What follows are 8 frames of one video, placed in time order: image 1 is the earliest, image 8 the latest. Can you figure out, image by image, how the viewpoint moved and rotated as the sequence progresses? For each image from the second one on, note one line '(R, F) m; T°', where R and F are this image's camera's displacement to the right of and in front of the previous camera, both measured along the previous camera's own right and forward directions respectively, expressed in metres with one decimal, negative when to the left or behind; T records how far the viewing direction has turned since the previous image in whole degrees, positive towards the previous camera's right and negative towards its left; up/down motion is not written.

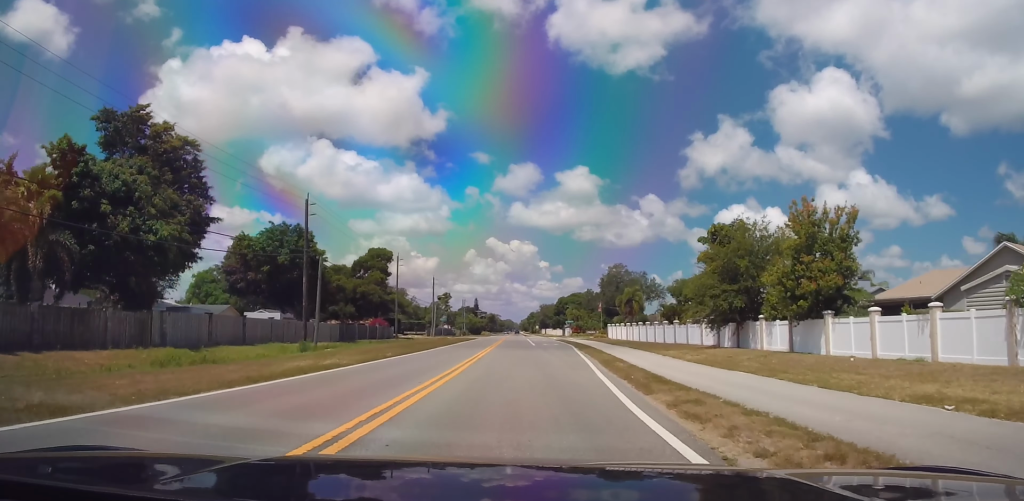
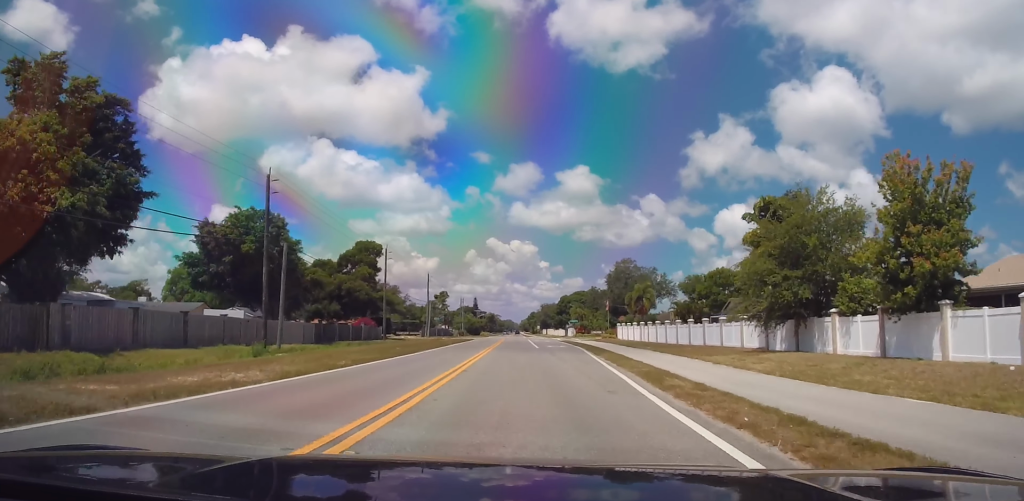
(+0.3, +8.4) m; 0°
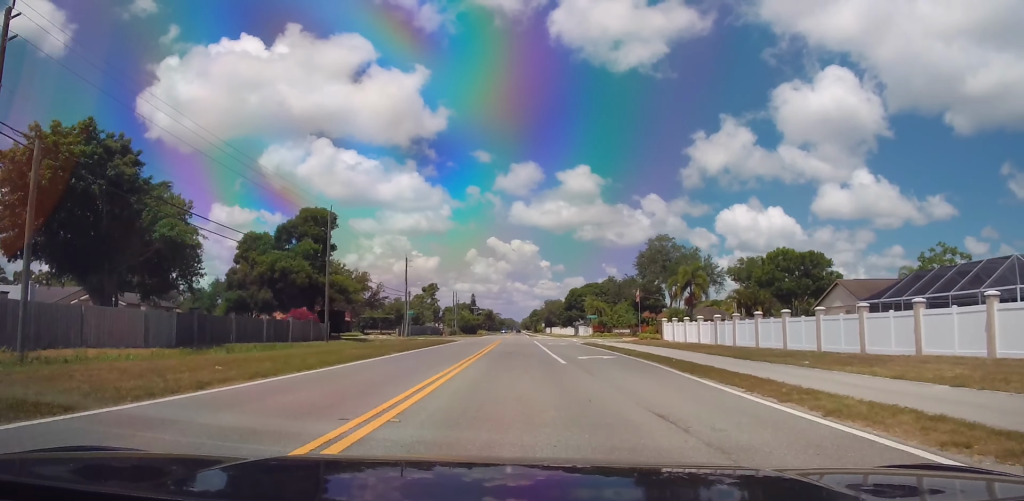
(-0.3, +25.0) m; 0°
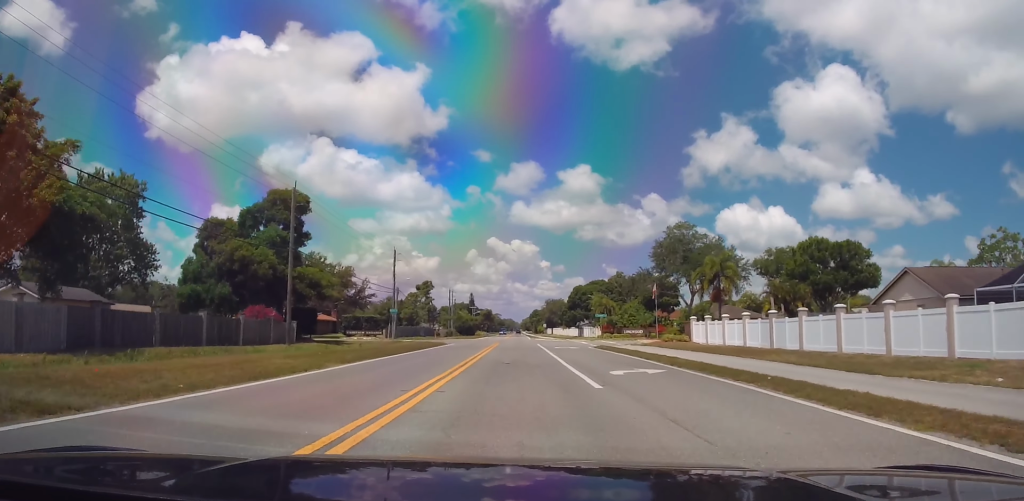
(+0.3, +9.5) m; 0°
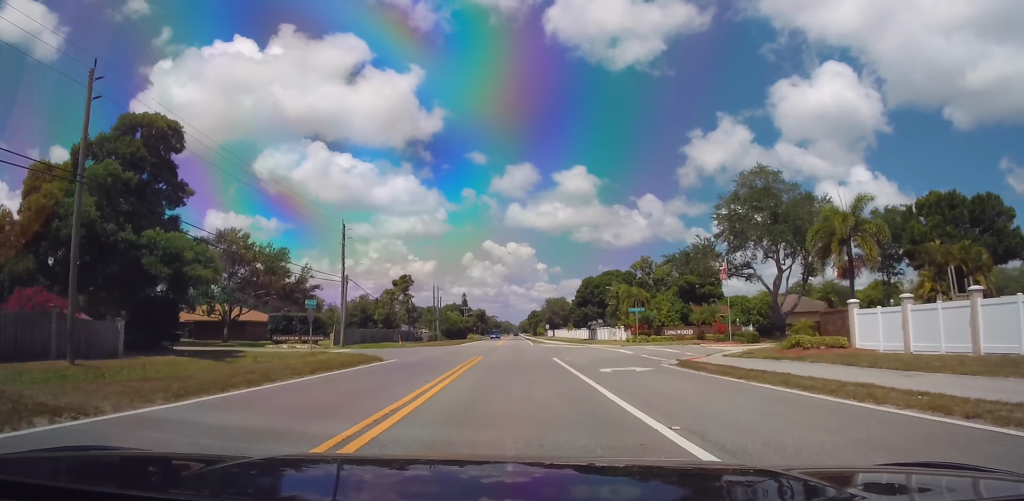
(-0.3, +24.5) m; 0°
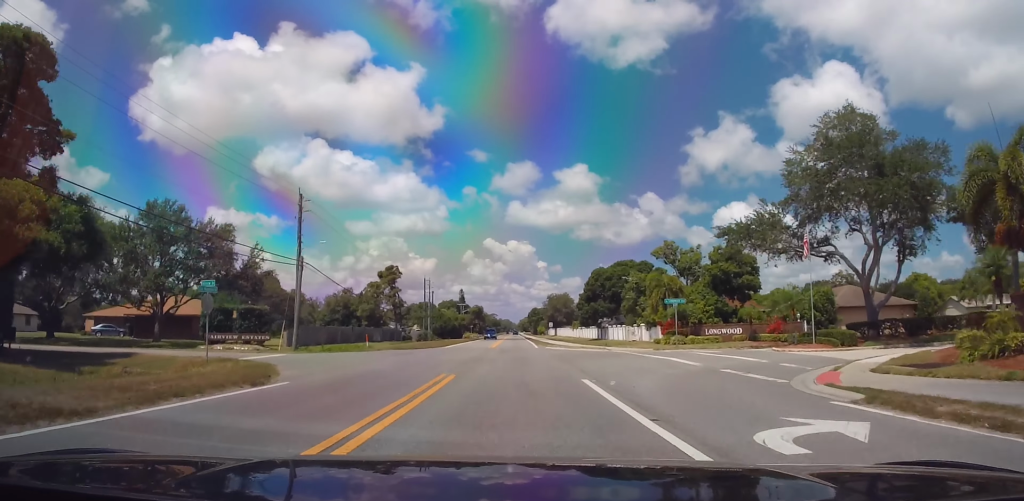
(+0.4, +13.2) m; 0°
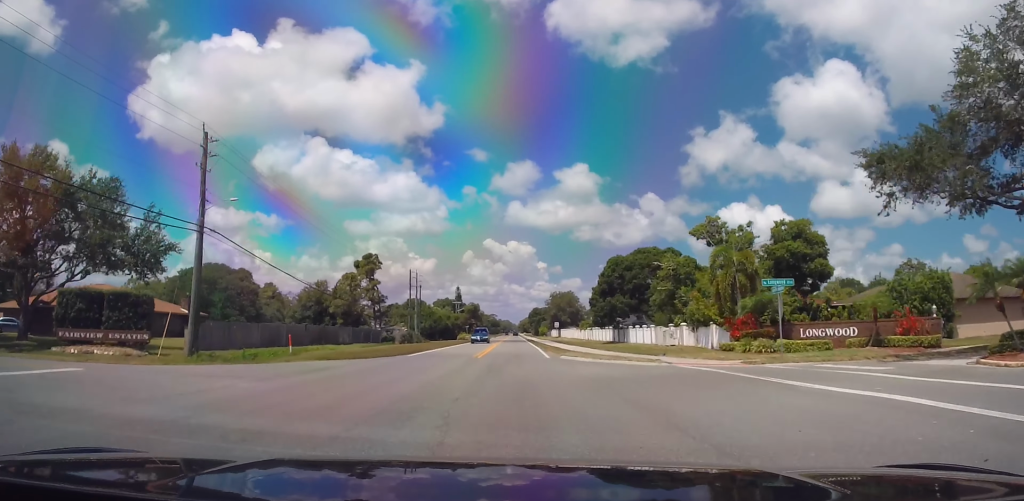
(-0.2, +16.2) m; 0°
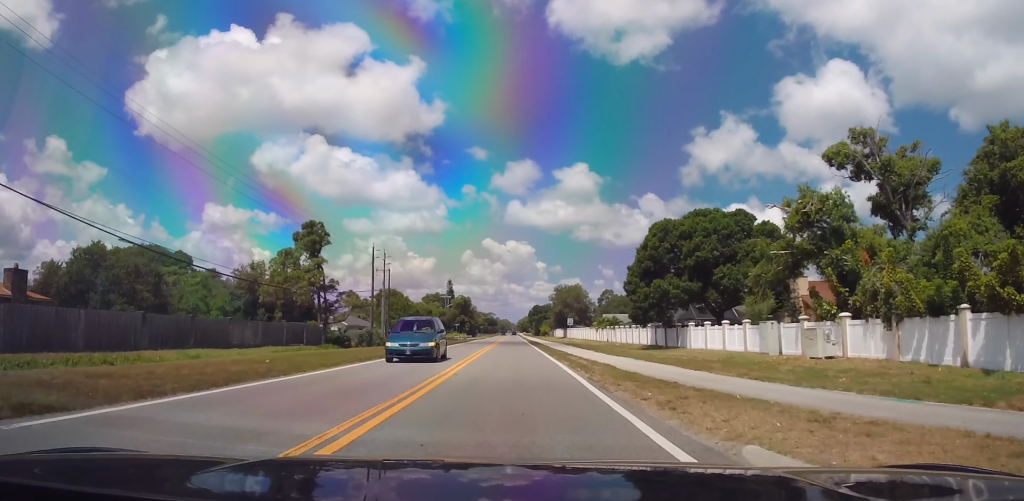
(+0.3, +25.8) m; 0°
